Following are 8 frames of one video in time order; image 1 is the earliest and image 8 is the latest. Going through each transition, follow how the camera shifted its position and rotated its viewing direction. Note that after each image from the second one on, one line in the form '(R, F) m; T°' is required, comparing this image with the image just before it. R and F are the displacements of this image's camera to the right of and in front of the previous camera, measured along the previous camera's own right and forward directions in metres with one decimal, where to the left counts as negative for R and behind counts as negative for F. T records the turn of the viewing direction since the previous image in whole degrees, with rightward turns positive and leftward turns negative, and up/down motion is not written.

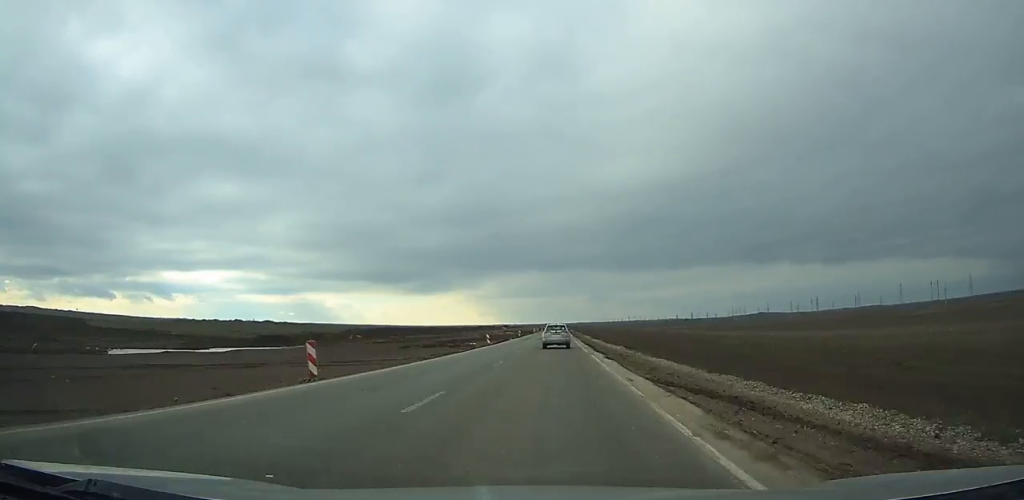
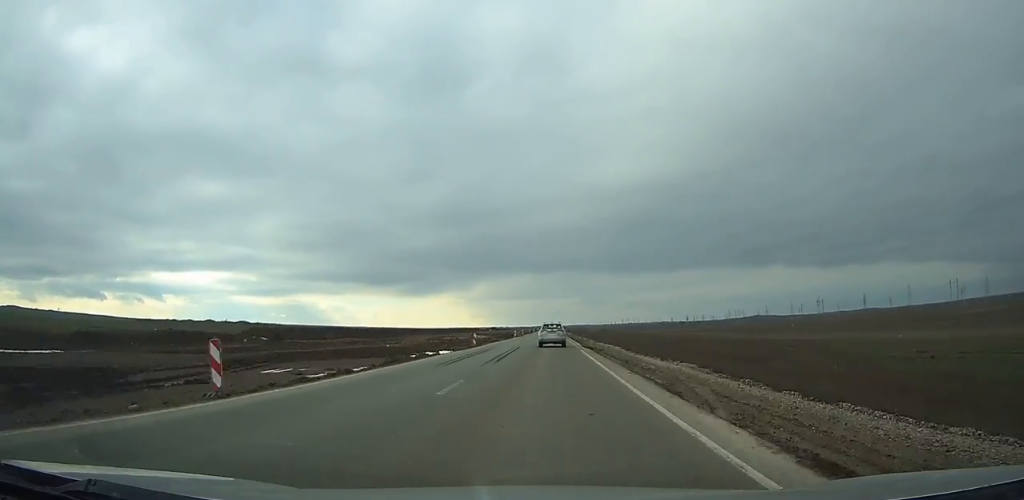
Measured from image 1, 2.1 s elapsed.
(+0.4, +44.4) m; +1°
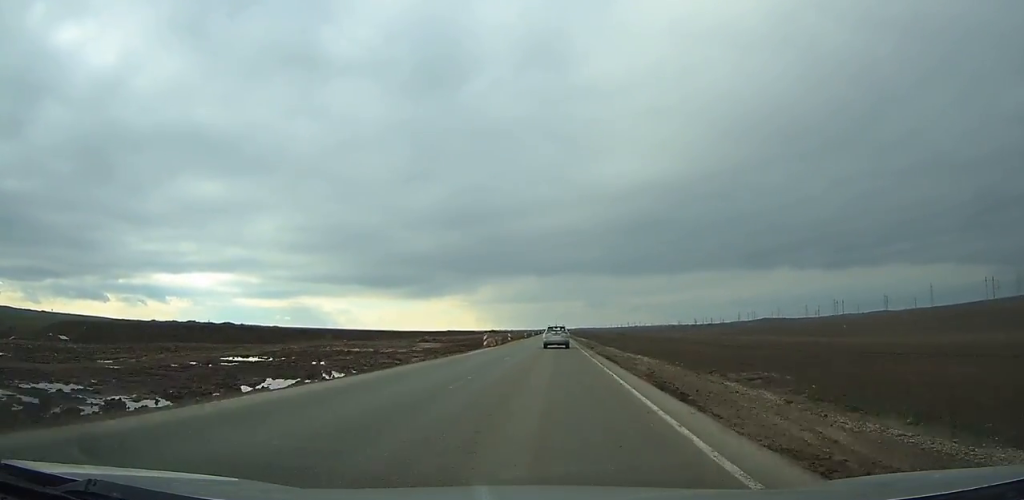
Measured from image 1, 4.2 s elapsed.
(0.0, +45.9) m; 0°
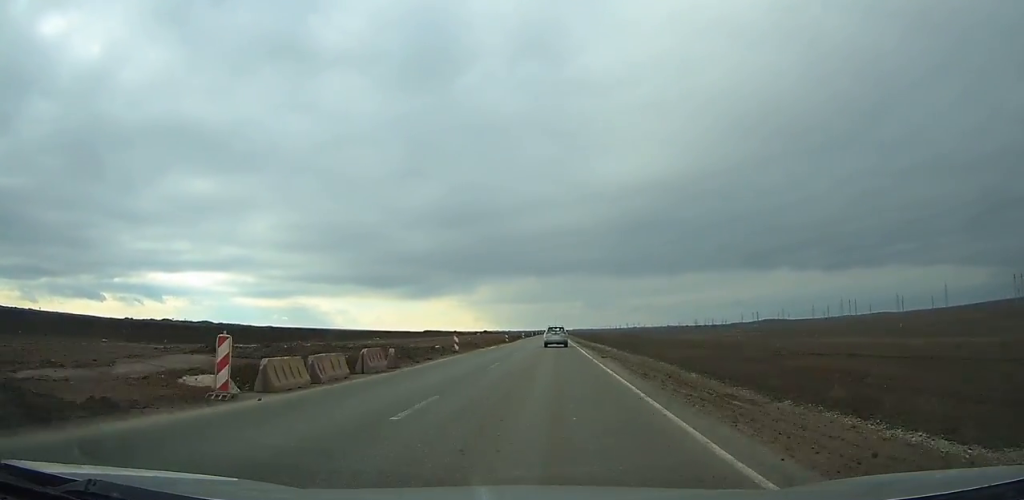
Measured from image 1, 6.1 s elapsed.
(+0.1, +40.6) m; 0°
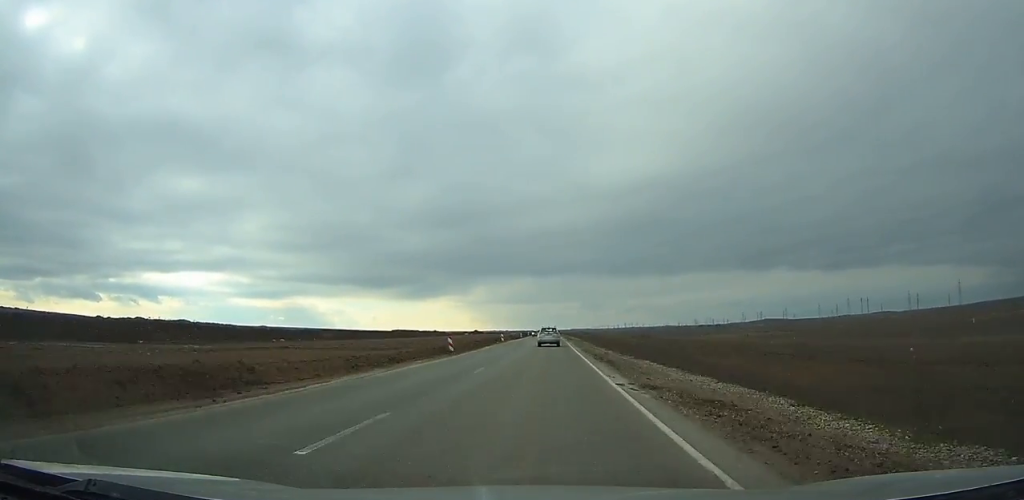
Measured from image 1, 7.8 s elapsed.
(0.0, +38.4) m; 0°
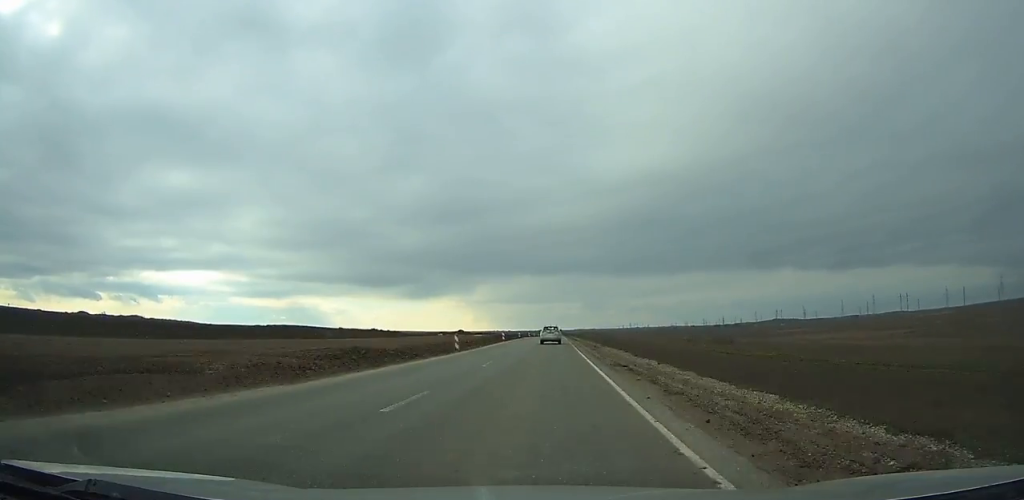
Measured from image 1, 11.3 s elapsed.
(-0.4, +80.6) m; -1°
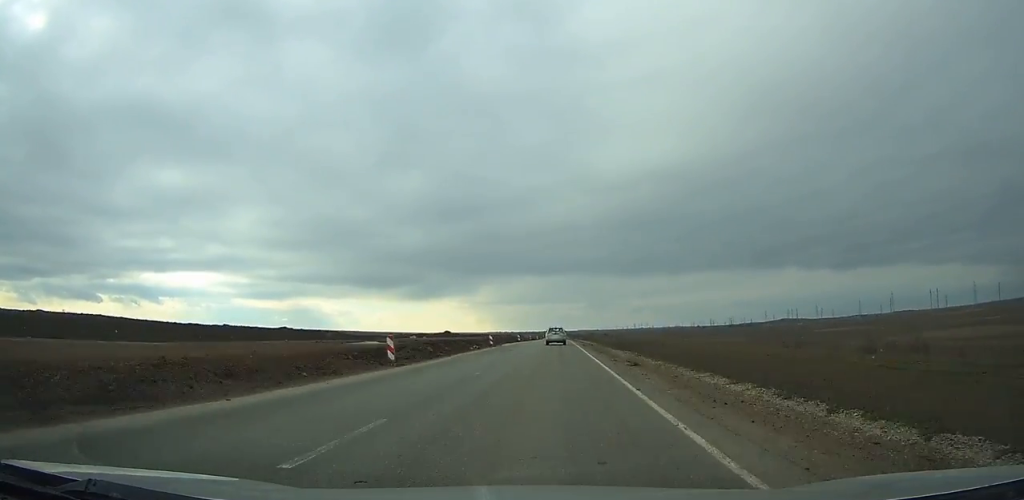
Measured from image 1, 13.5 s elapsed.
(-0.2, +51.5) m; 0°
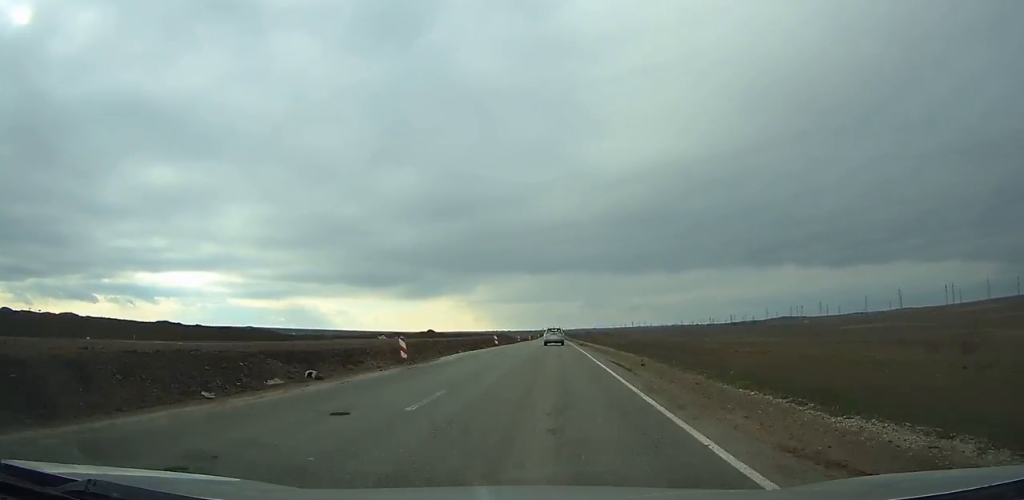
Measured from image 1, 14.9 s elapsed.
(0.0, +31.6) m; 0°
